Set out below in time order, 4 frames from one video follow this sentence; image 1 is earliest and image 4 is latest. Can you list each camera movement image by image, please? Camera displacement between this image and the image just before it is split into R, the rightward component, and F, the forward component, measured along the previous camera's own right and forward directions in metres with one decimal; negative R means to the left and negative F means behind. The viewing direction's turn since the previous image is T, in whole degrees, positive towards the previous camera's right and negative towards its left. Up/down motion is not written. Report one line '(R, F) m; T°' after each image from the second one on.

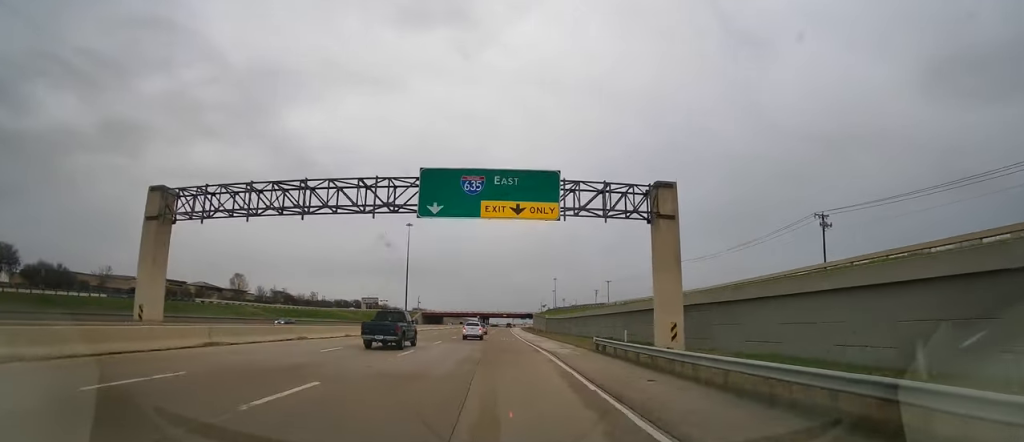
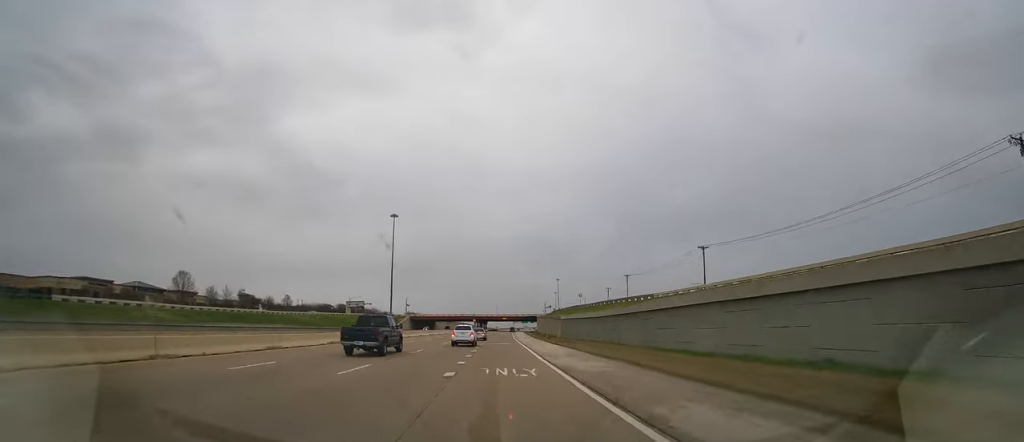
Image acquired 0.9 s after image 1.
(0.0, +30.4) m; 0°
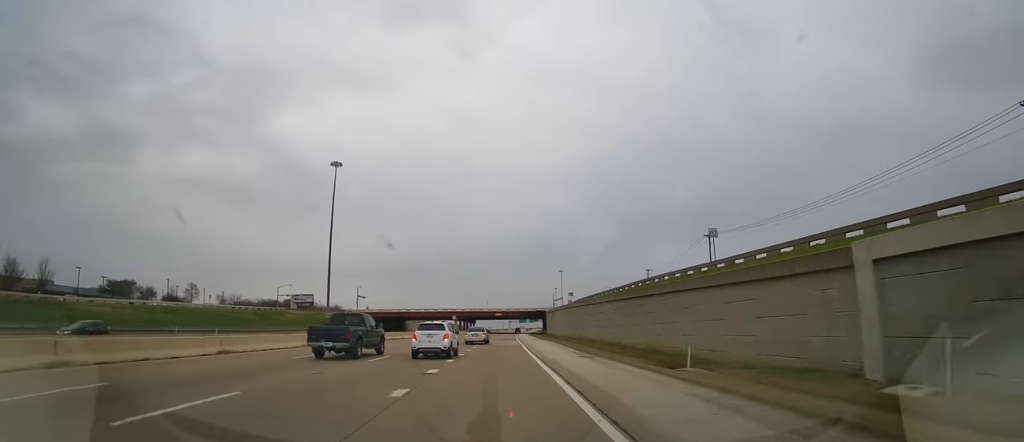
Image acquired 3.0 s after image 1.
(+0.6, +67.2) m; +1°
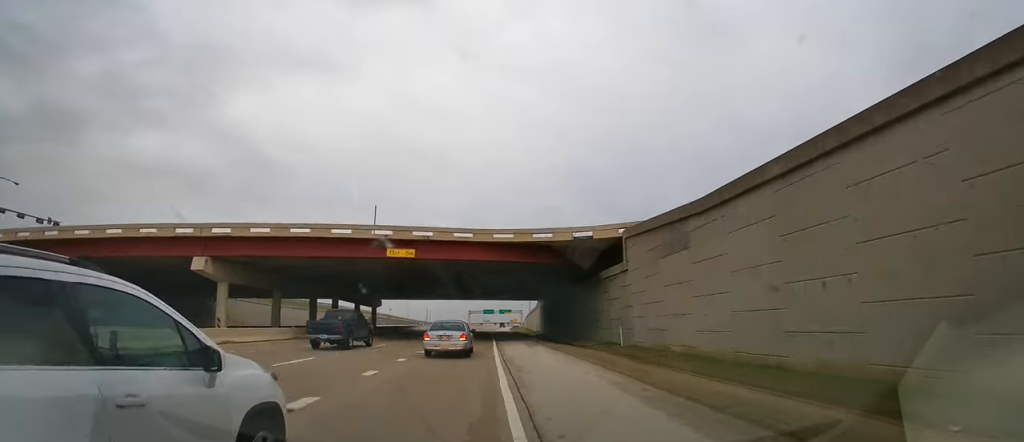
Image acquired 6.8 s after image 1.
(+3.0, +118.0) m; +4°
